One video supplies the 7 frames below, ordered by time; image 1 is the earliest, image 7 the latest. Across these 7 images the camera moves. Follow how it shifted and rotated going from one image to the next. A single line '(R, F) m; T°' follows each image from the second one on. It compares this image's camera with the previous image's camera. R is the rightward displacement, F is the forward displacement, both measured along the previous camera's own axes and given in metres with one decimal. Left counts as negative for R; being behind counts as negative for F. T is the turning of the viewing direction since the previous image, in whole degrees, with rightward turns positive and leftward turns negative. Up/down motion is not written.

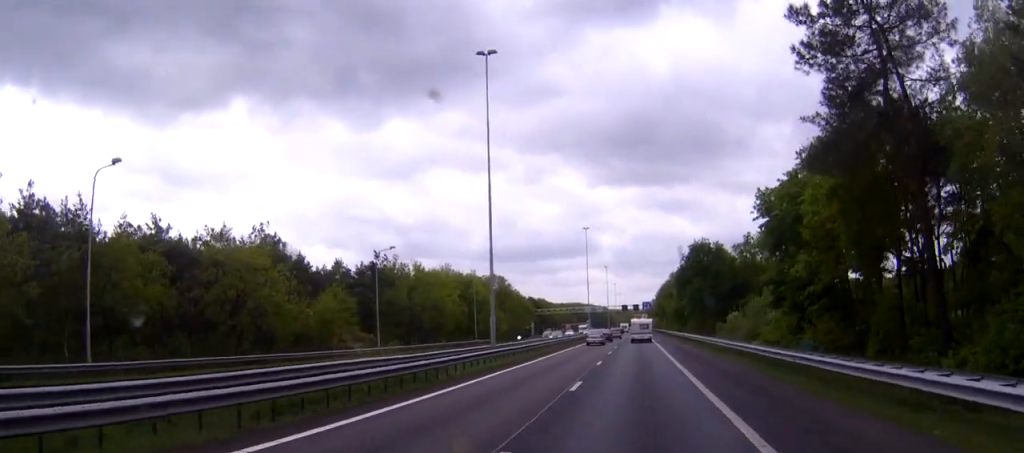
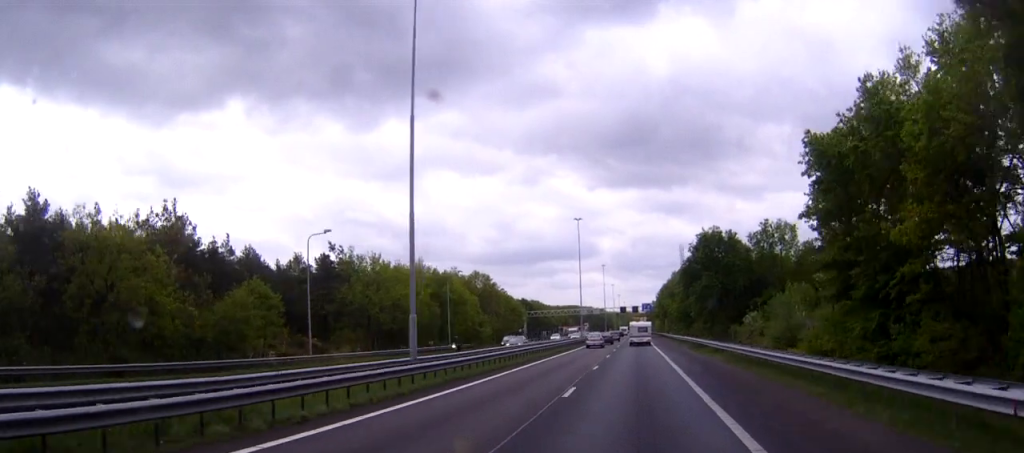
(+0.1, +14.3) m; 0°
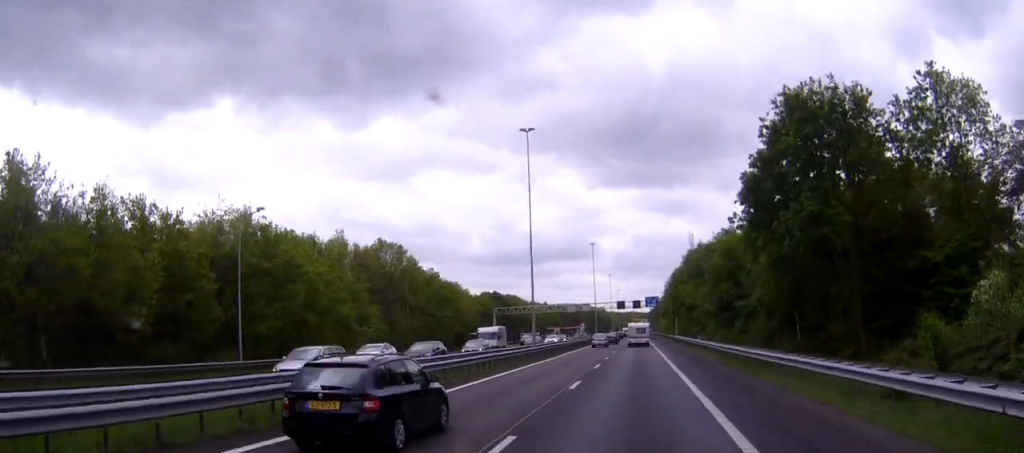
(-0.5, +50.2) m; -1°
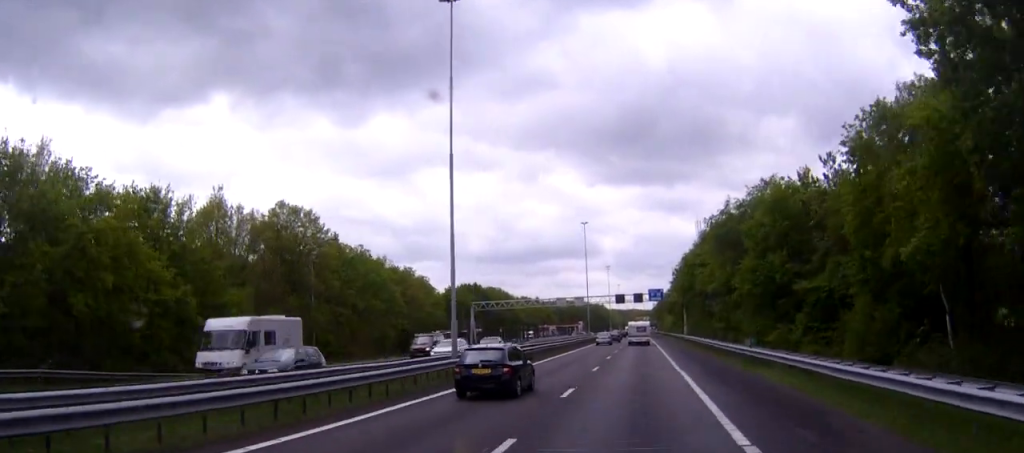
(-0.1, +25.3) m; 0°
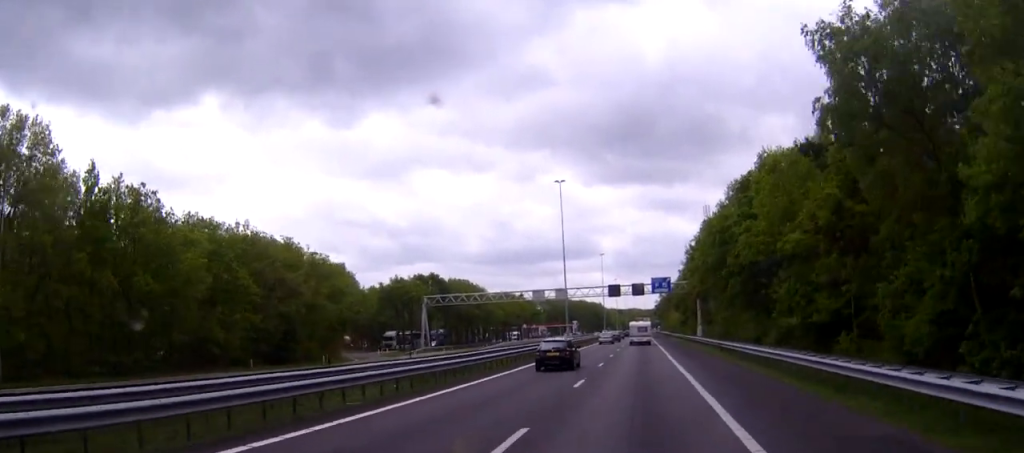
(+0.1, +33.5) m; 0°
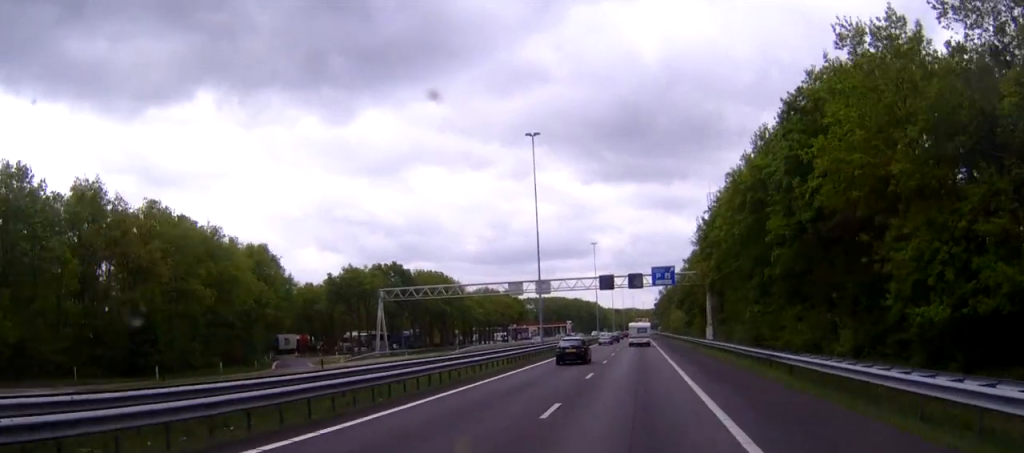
(0.0, +19.0) m; 0°
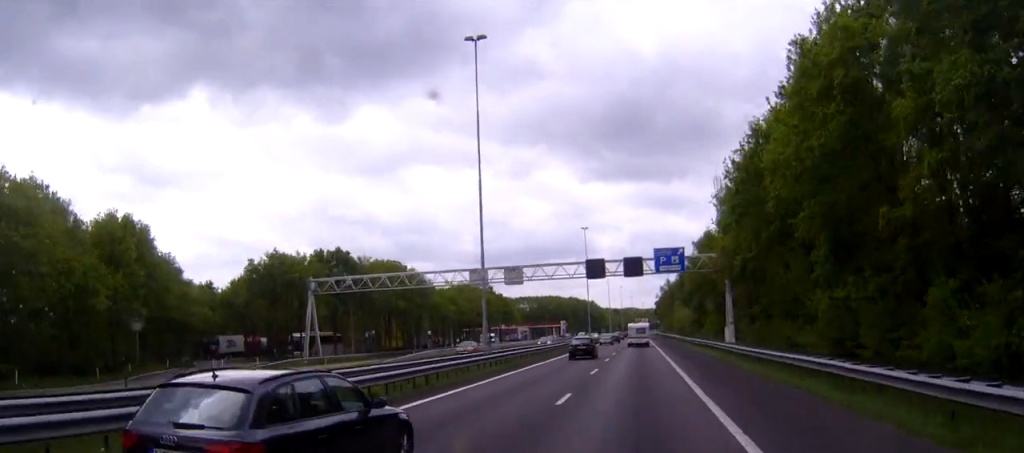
(+0.1, +21.3) m; 0°
